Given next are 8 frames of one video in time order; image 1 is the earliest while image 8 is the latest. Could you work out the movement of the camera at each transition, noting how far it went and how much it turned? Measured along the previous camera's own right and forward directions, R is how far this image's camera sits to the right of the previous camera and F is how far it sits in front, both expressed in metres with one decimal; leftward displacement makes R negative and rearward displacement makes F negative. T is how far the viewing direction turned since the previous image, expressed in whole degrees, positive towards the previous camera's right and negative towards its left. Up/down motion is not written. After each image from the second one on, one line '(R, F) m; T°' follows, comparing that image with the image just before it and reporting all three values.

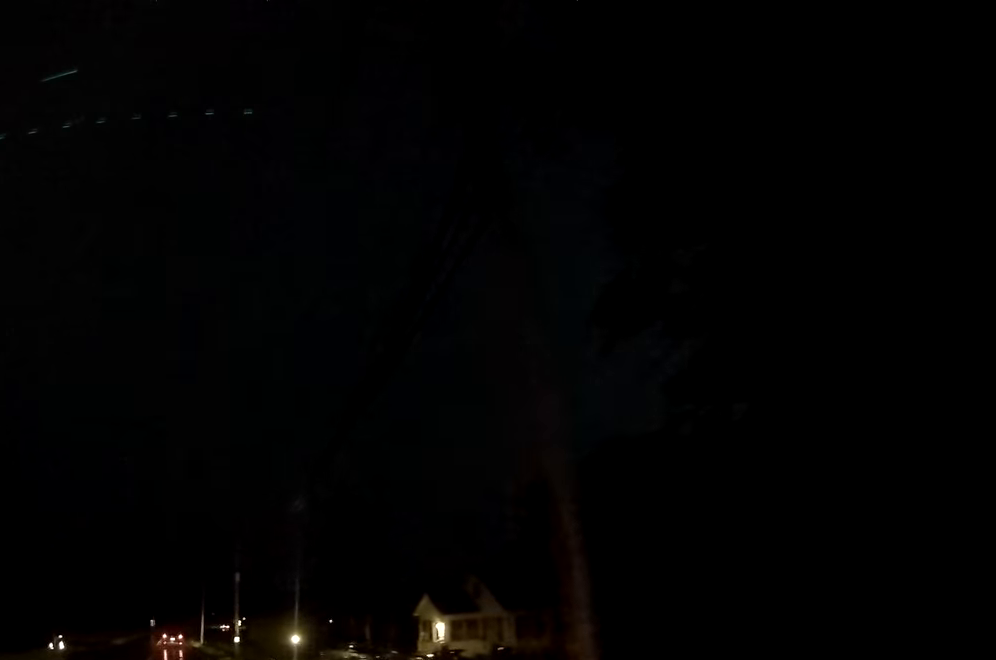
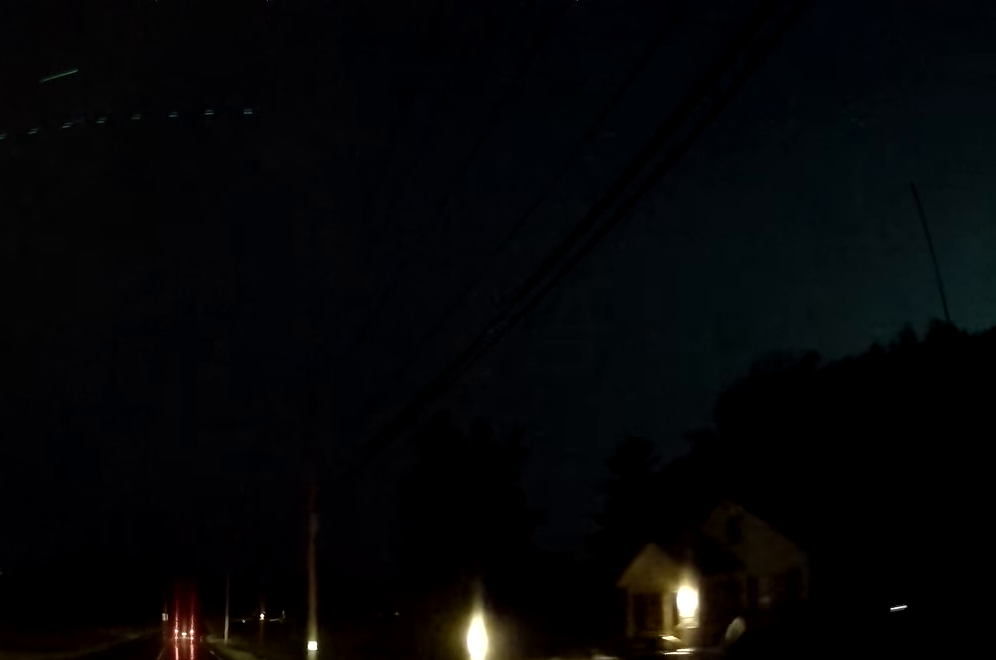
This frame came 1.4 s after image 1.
(-0.3, +22.5) m; -1°
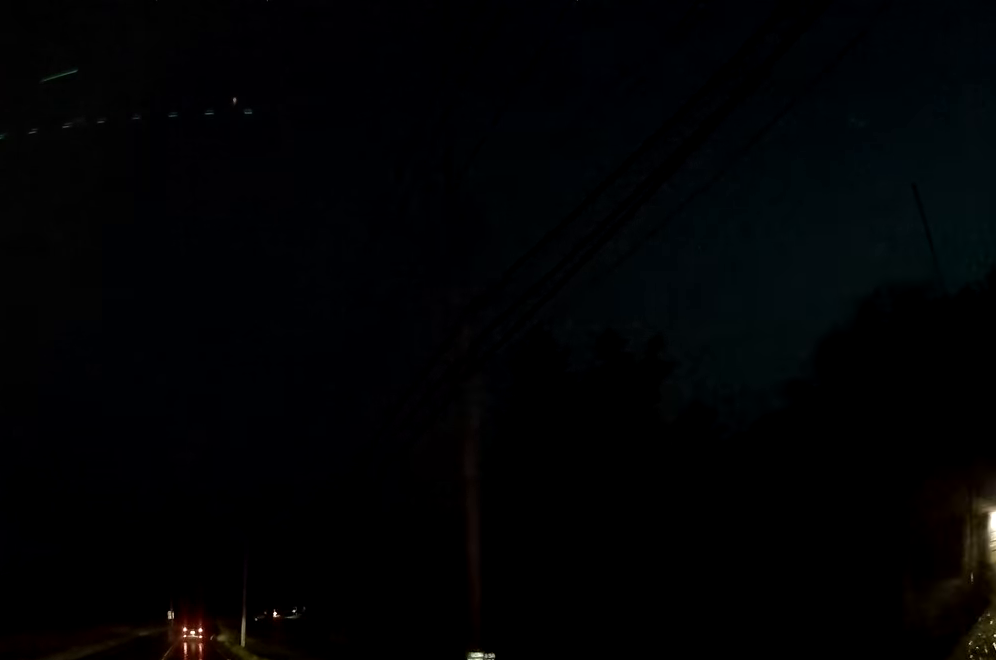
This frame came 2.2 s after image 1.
(+0.1, +12.9) m; 0°
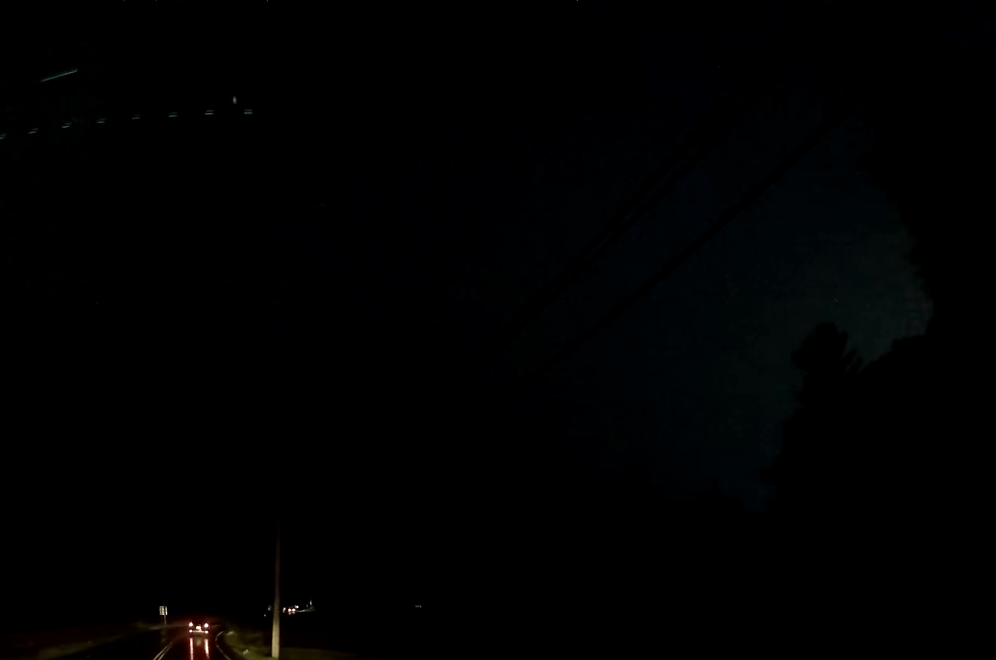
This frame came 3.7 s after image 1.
(-0.2, +23.7) m; -1°
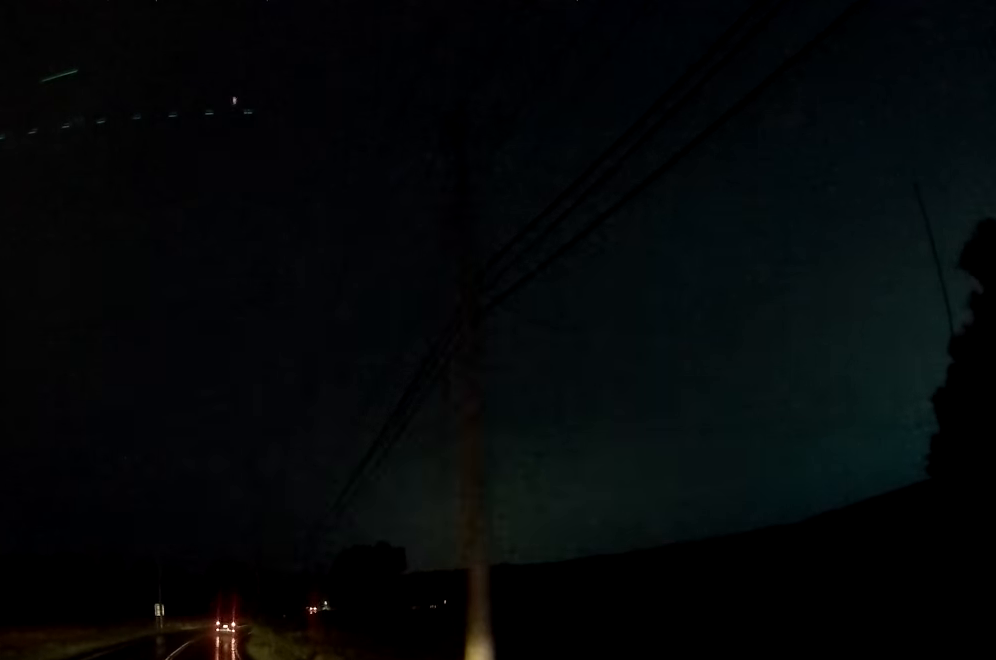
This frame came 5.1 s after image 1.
(0.0, +24.9) m; 0°
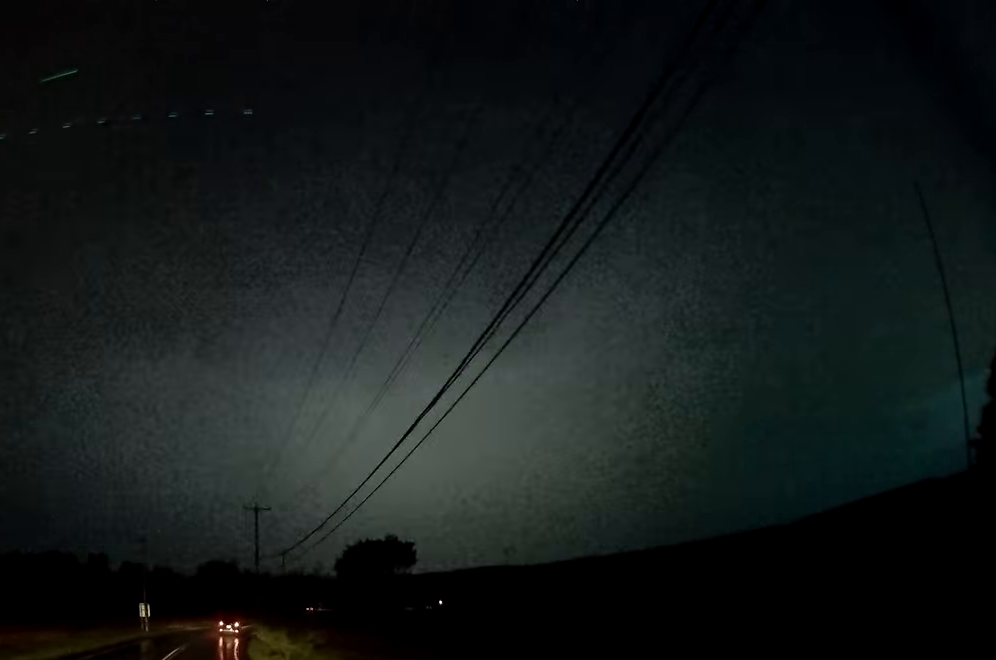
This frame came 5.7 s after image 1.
(-0.1, +9.5) m; +1°
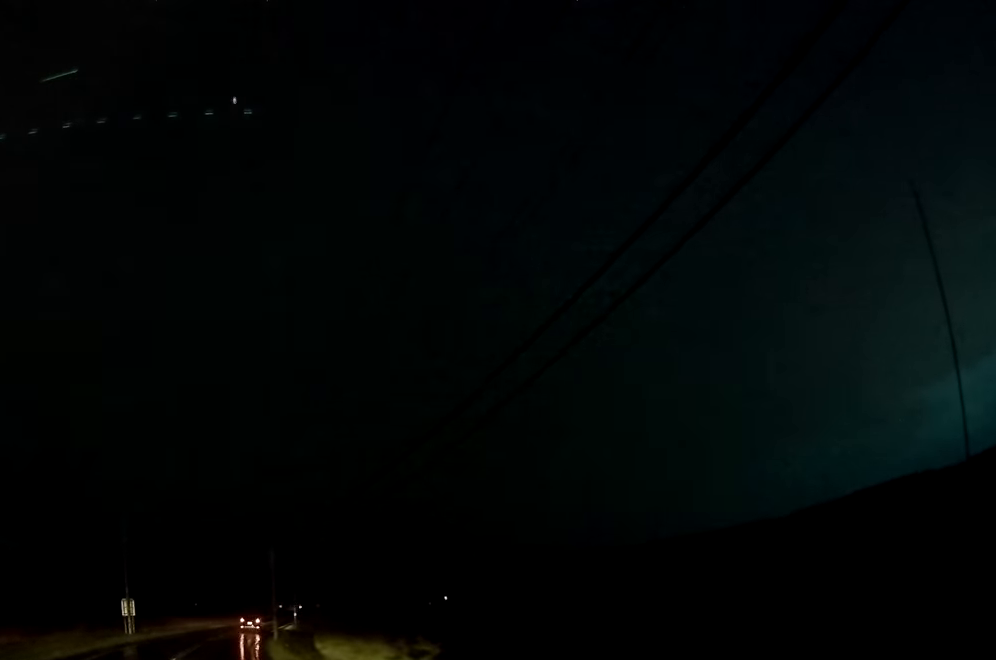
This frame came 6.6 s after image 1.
(+0.3, +15.1) m; +1°
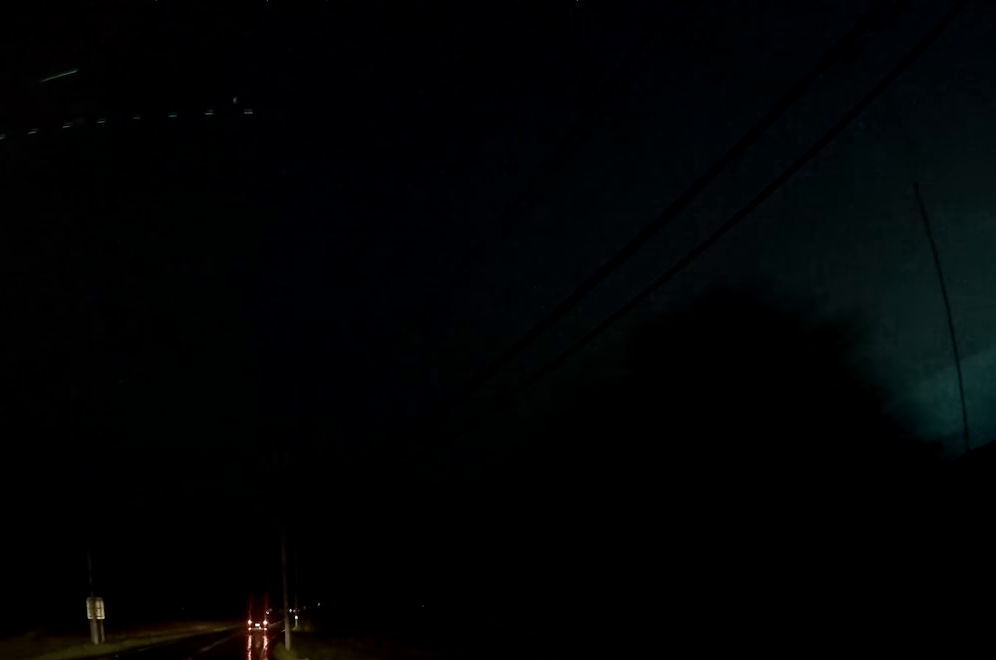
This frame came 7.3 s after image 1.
(0.0, +11.8) m; +1°
